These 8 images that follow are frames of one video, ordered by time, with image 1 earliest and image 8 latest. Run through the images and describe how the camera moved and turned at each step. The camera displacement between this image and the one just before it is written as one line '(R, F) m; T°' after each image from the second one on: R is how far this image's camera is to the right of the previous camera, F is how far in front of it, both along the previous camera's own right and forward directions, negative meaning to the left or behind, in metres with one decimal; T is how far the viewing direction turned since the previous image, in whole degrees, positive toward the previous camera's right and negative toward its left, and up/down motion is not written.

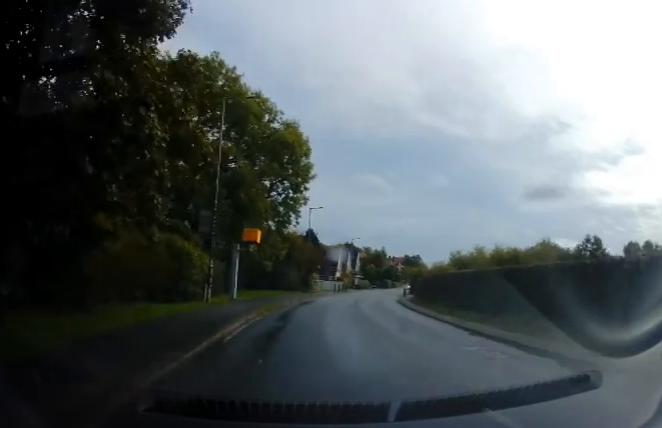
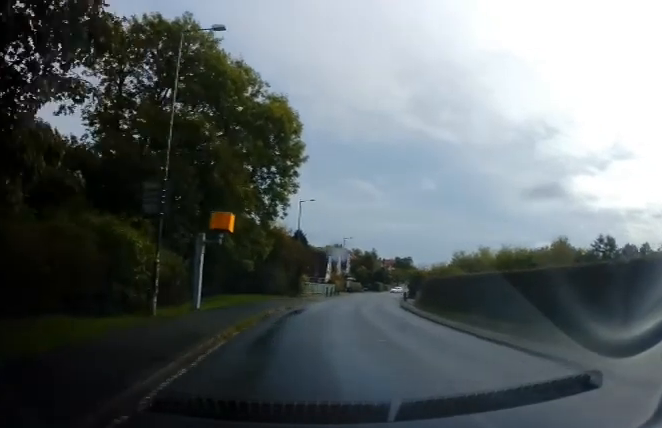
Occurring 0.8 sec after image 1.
(-0.1, +5.8) m; +1°
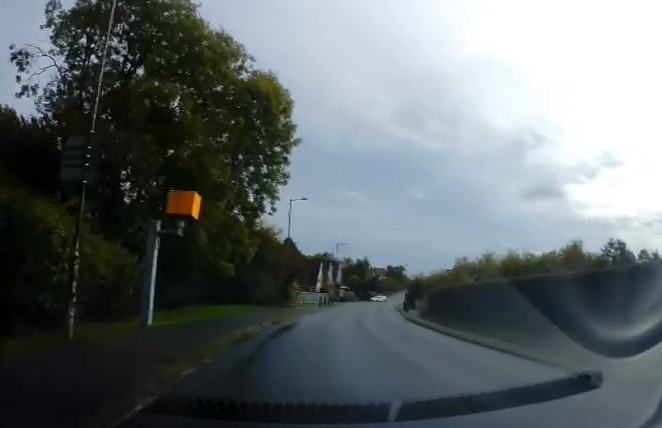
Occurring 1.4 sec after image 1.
(+0.1, +4.5) m; +3°
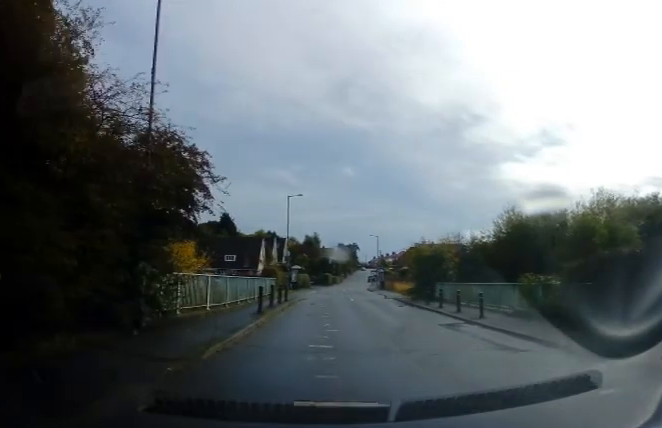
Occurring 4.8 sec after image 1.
(+1.3, +24.8) m; +8°
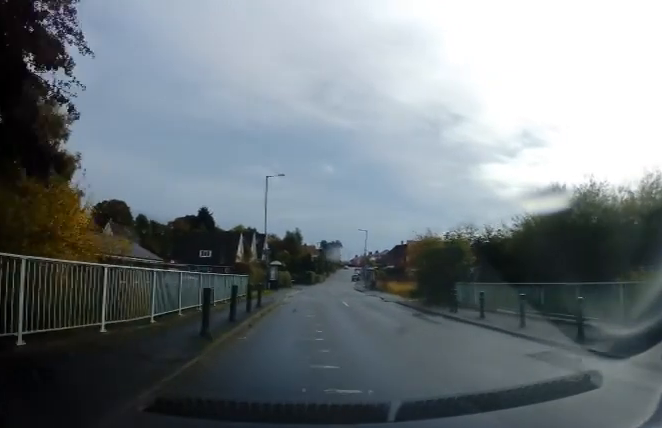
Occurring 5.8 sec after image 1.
(+0.1, +7.0) m; +2°
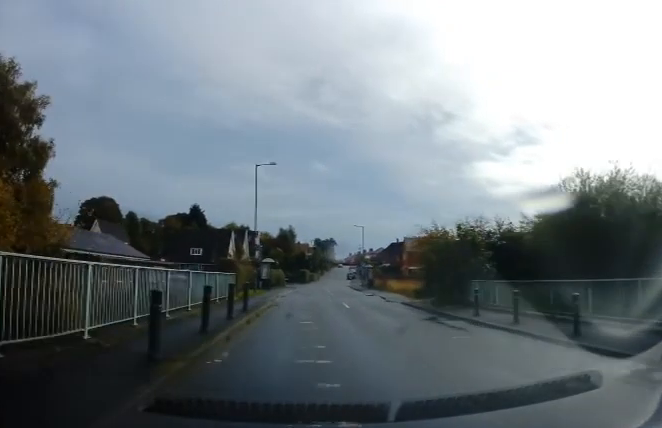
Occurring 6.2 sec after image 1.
(+0.1, +3.1) m; 0°
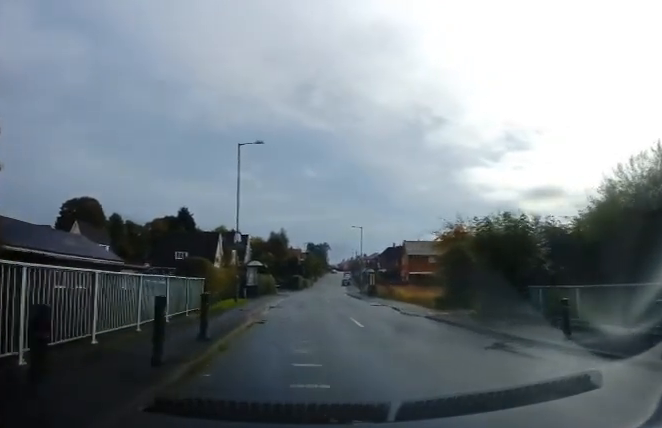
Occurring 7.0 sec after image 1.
(-0.1, +5.8) m; -1°
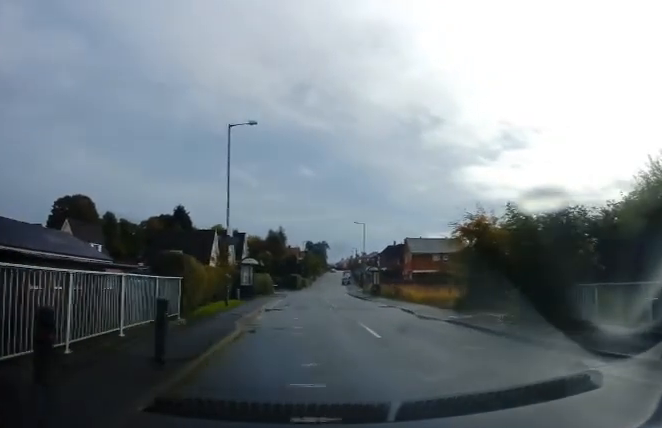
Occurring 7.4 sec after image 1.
(-0.1, +3.1) m; -1°
